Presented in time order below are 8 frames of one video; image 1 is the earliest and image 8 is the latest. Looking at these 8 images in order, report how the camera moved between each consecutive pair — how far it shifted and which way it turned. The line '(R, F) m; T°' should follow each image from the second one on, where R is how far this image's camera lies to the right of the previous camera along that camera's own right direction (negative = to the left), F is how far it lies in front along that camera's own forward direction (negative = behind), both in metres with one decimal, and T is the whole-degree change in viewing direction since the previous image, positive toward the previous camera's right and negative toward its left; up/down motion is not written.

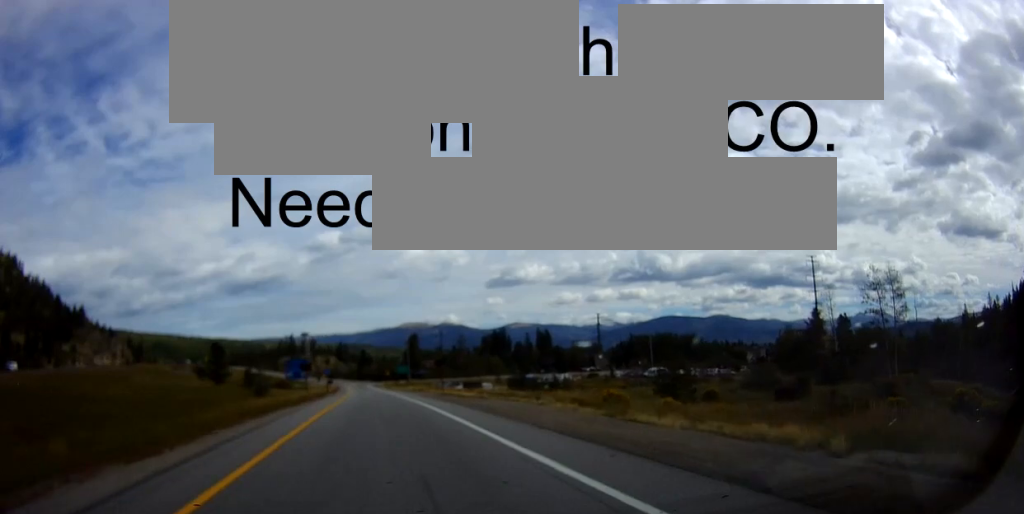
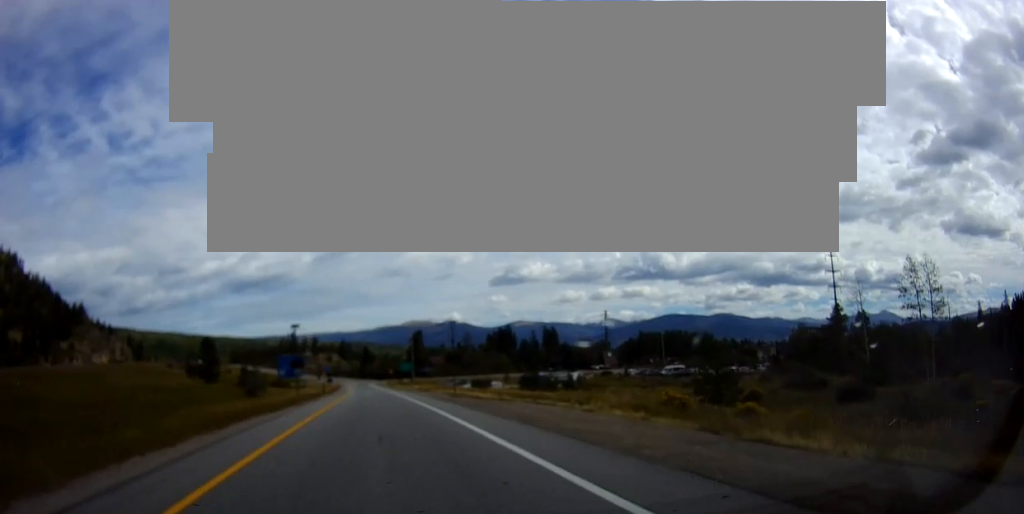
(+0.1, +7.6) m; 0°
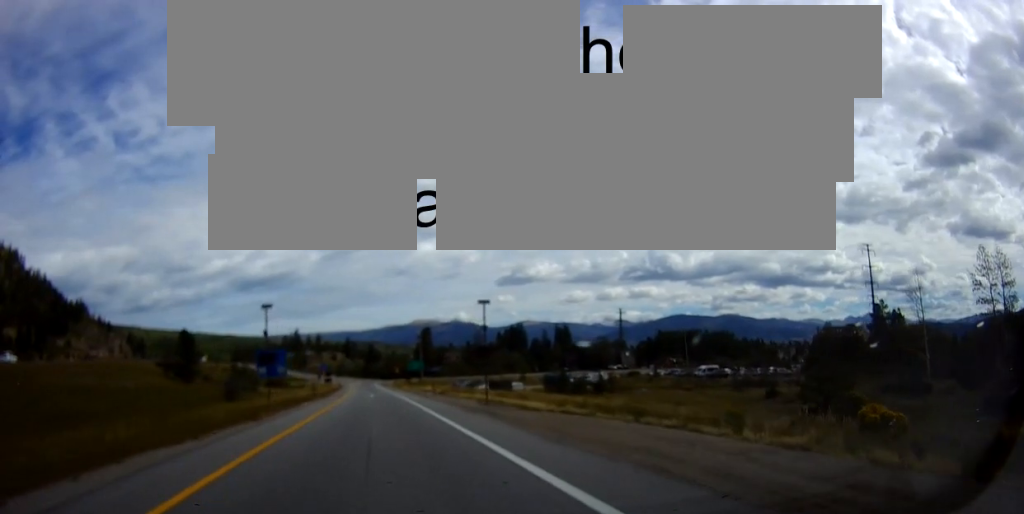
(+0.4, +13.6) m; -1°
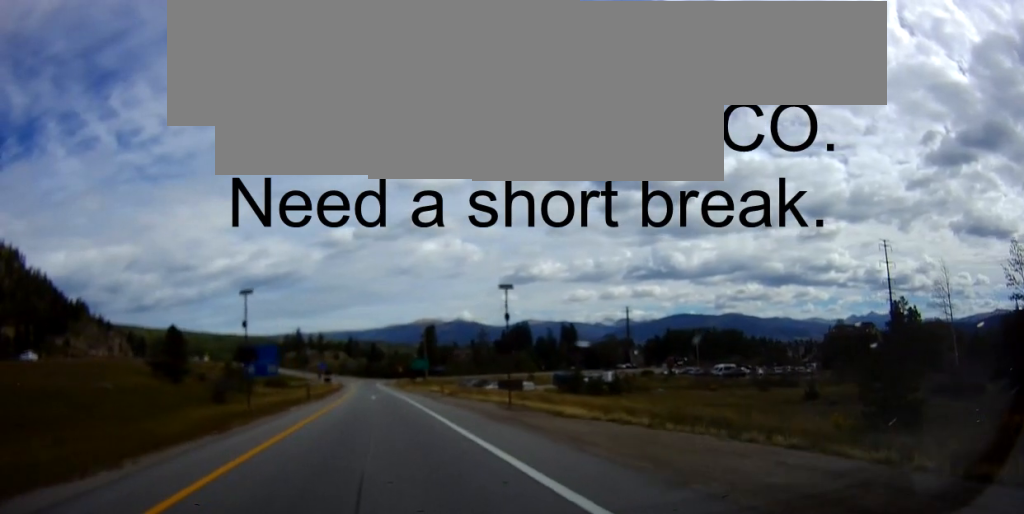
(-0.1, +6.0) m; -3°
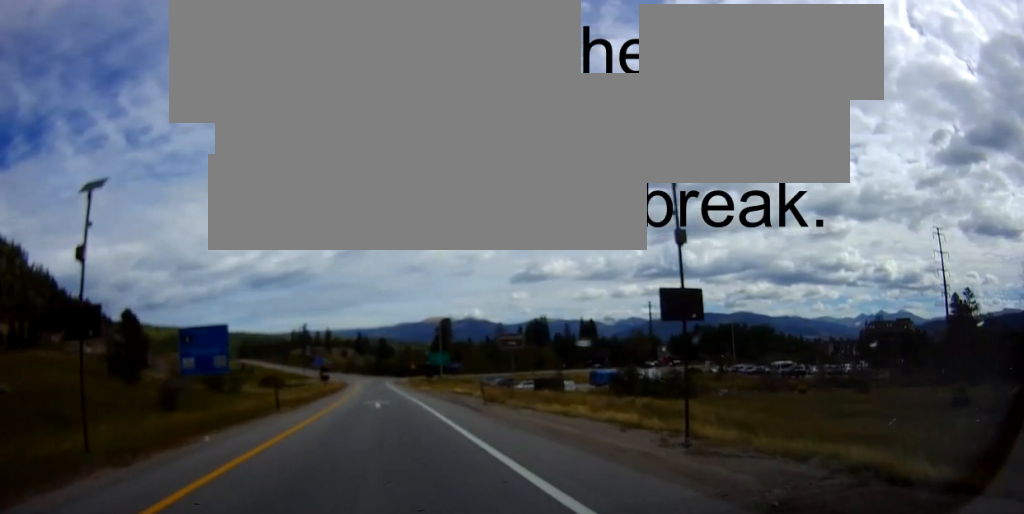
(-0.6, +18.0) m; +1°
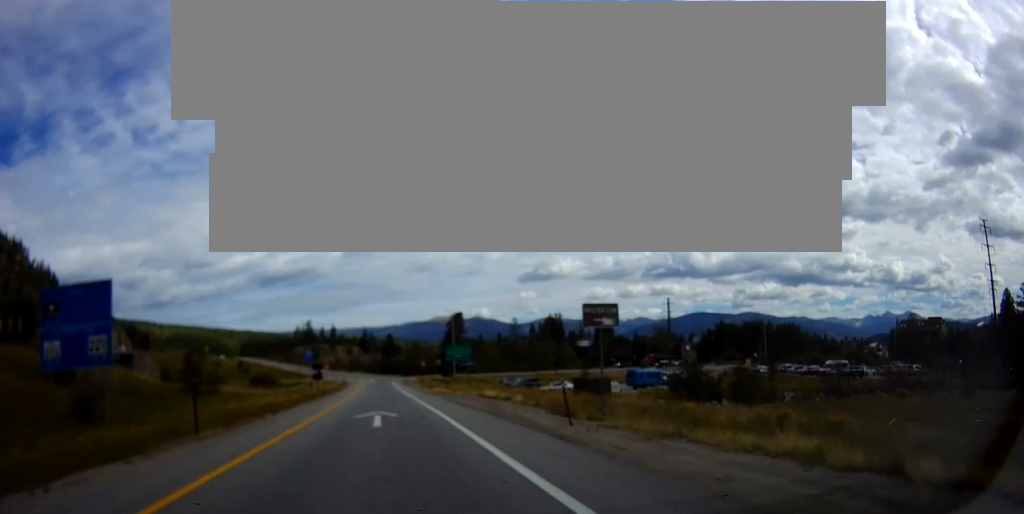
(+0.4, +14.4) m; -3°
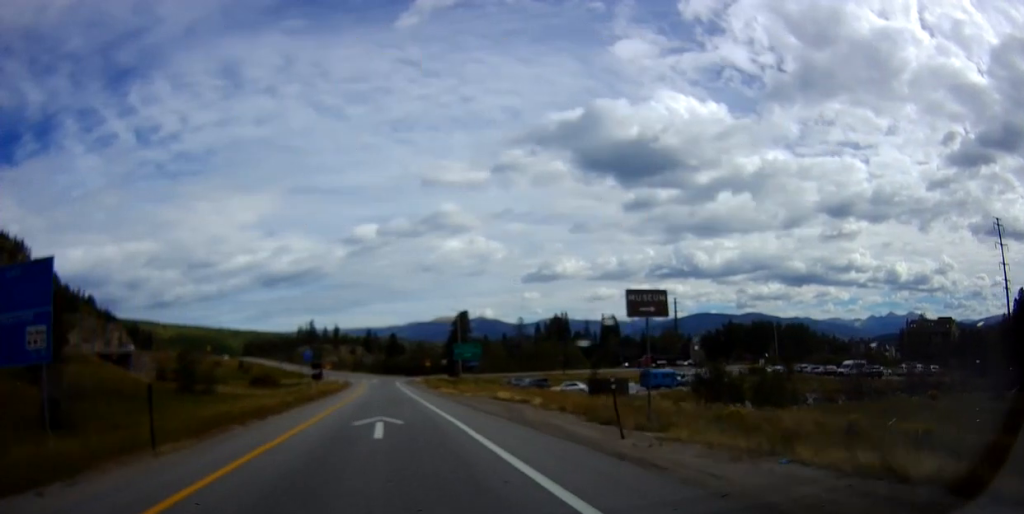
(-0.2, +3.7) m; -1°
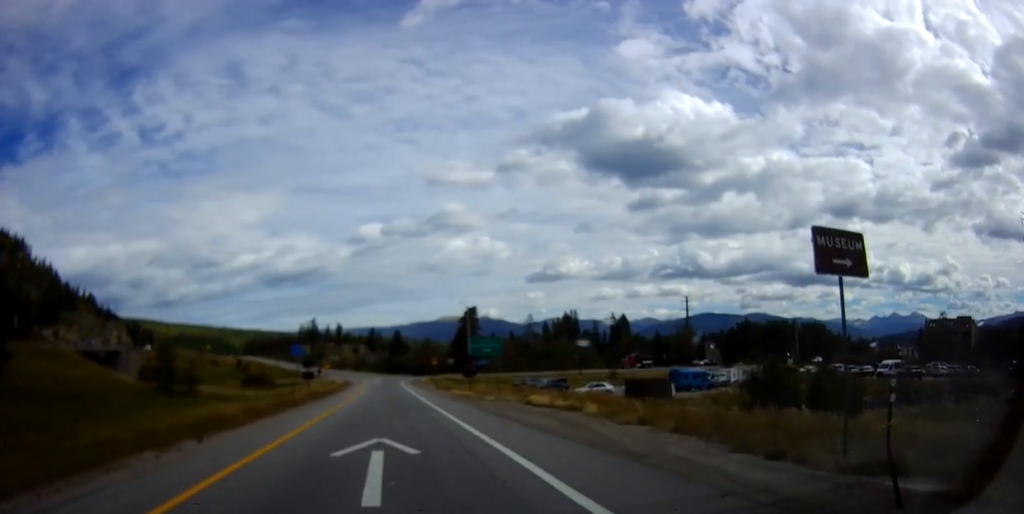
(-0.1, +8.5) m; 0°
